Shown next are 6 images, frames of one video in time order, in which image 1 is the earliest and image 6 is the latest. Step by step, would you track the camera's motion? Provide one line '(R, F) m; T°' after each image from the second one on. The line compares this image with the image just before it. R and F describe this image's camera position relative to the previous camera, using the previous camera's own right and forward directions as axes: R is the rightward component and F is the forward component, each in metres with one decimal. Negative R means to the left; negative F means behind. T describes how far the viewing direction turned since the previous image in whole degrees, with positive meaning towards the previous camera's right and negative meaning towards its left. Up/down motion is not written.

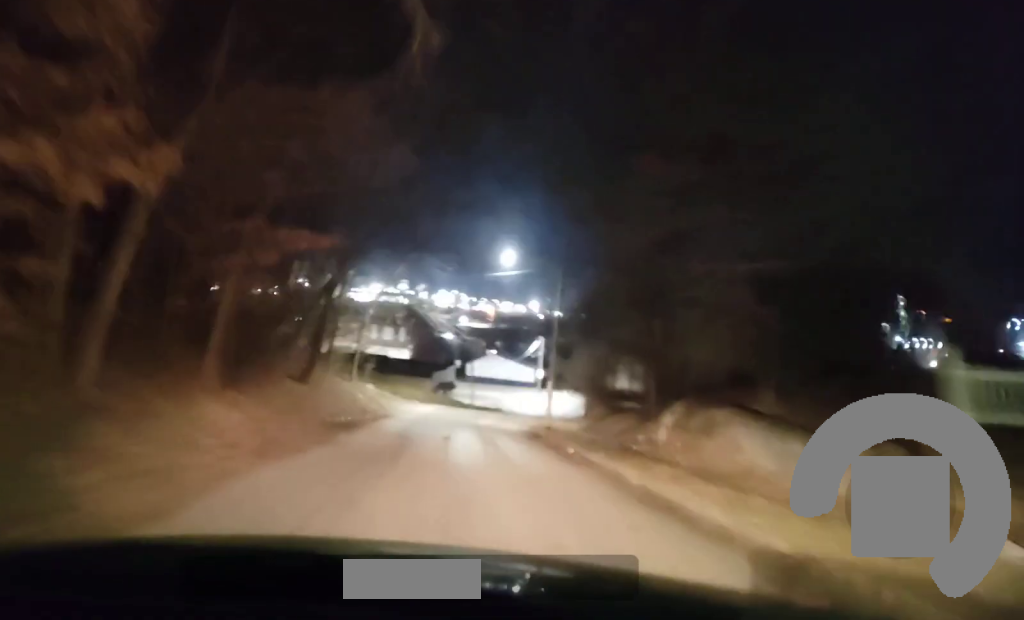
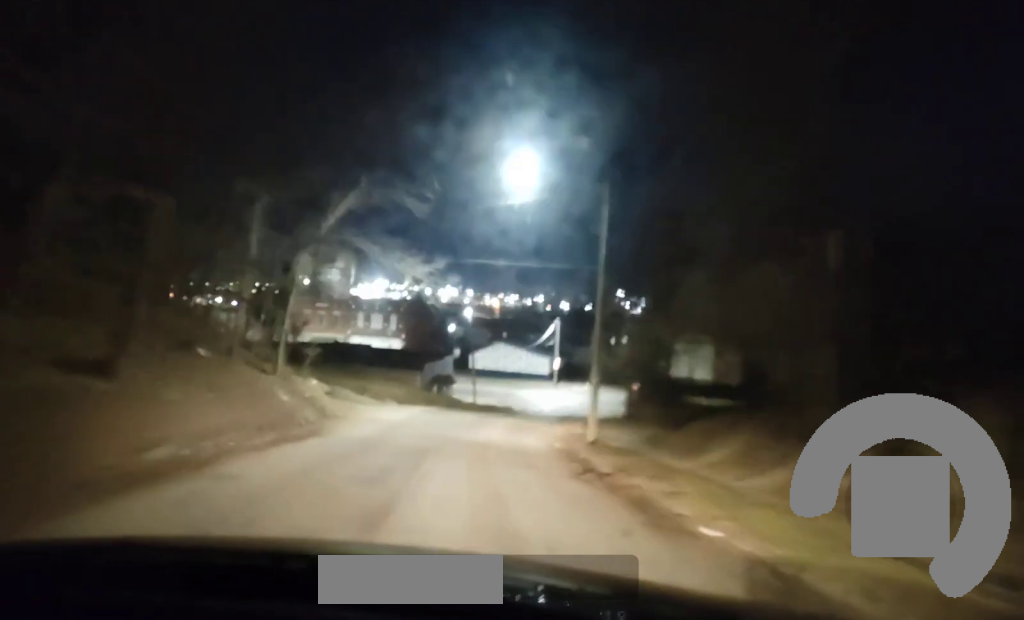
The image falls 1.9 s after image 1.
(-0.1, +16.1) m; -2°
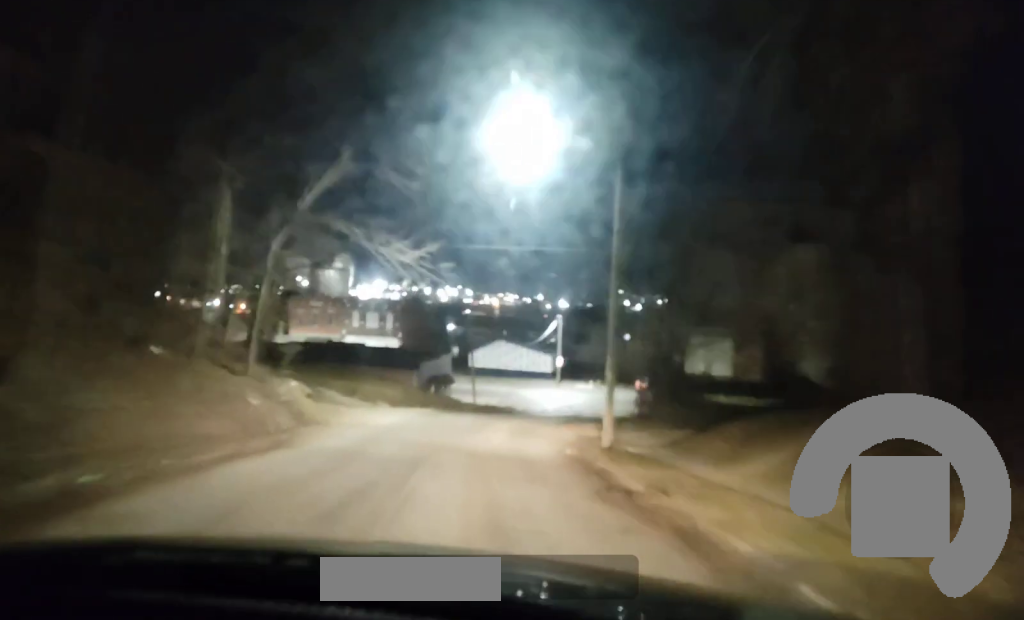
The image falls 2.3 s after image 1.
(-0.1, +3.8) m; -1°
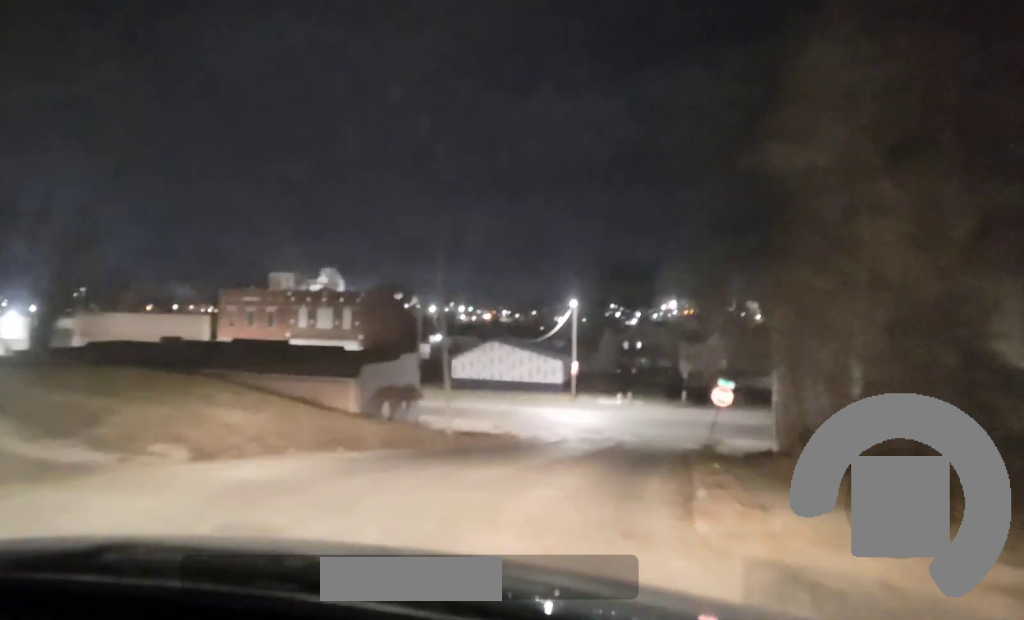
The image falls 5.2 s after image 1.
(0.0, +22.8) m; +1°
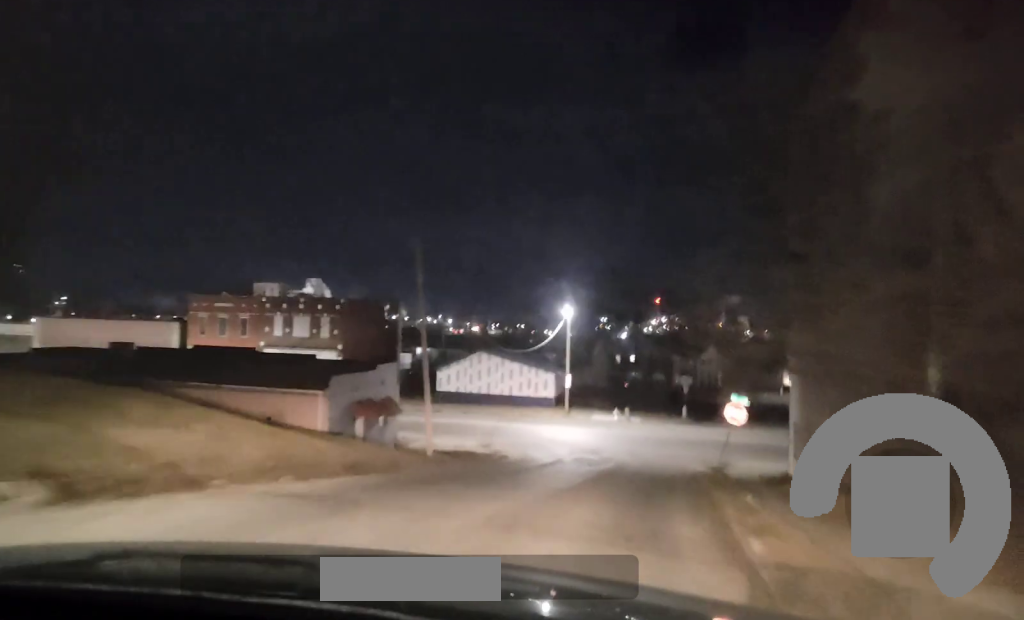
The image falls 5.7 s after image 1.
(0.0, +3.9) m; +1°
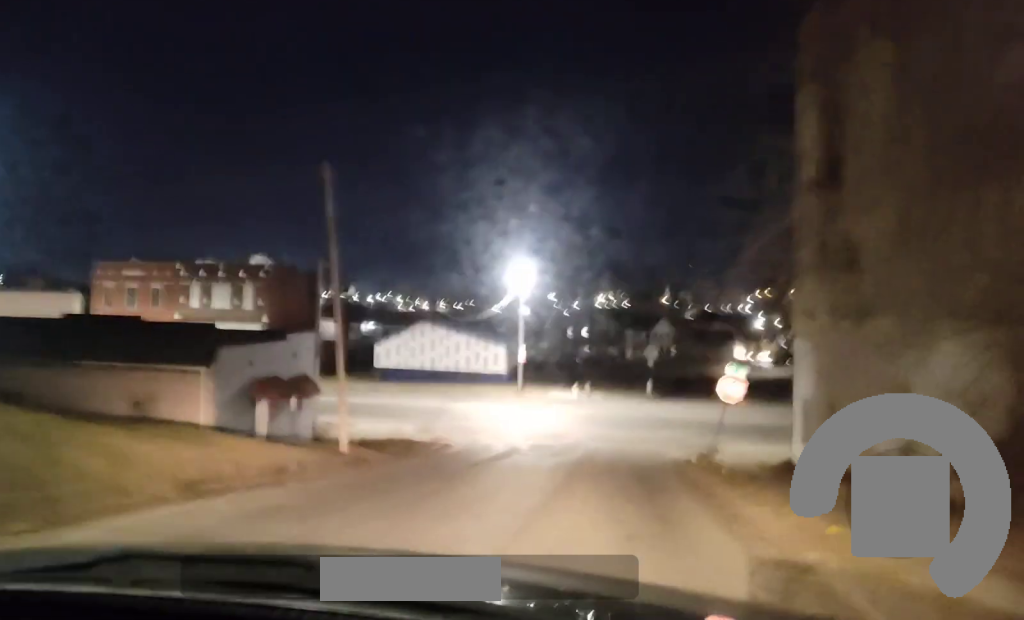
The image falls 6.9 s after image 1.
(+0.3, +8.4) m; +6°
